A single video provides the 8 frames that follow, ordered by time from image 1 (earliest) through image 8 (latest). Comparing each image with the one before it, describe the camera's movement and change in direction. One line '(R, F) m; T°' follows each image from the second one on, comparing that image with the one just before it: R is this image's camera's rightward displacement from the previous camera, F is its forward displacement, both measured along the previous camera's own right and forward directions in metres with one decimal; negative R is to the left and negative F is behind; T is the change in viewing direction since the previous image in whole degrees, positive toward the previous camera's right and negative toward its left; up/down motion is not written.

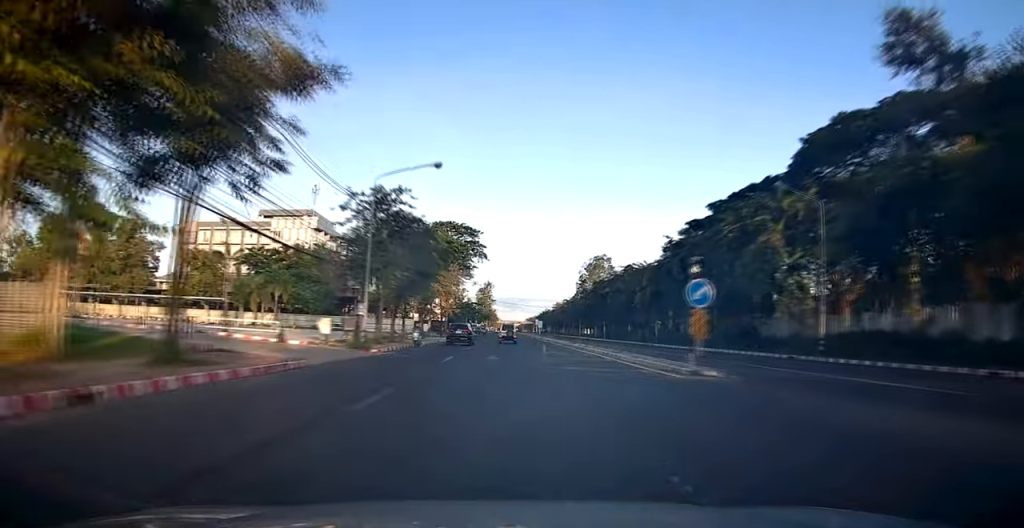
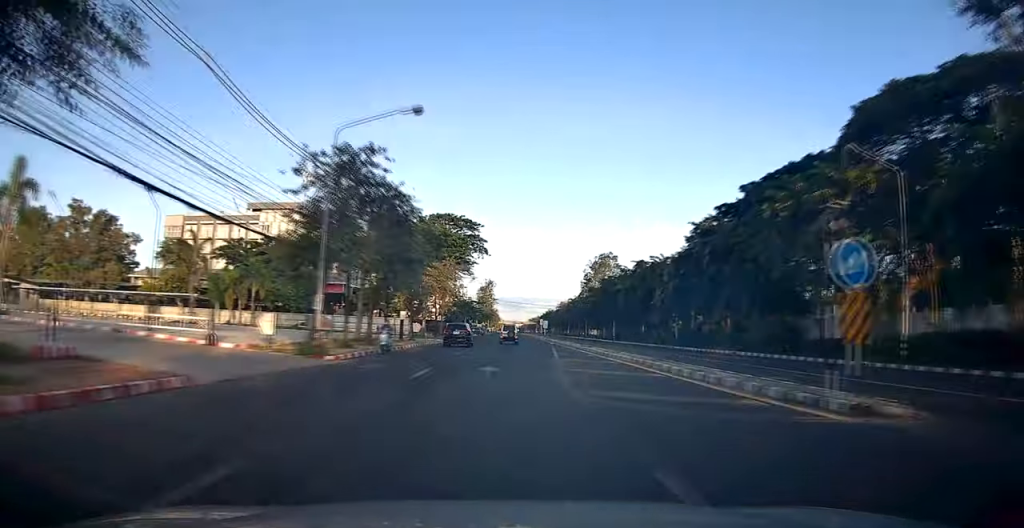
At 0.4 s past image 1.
(+0.1, +7.2) m; 0°
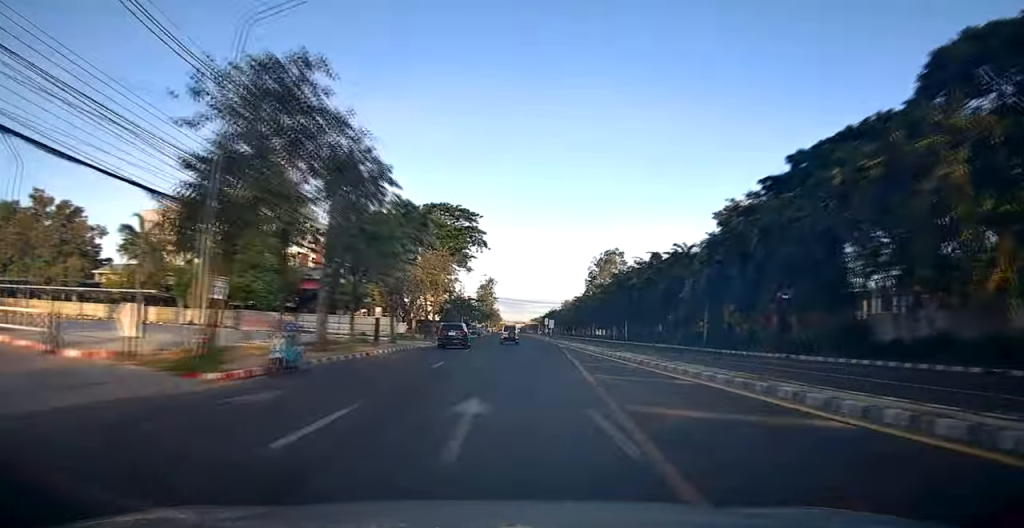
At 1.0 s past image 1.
(+0.1, +8.5) m; 0°
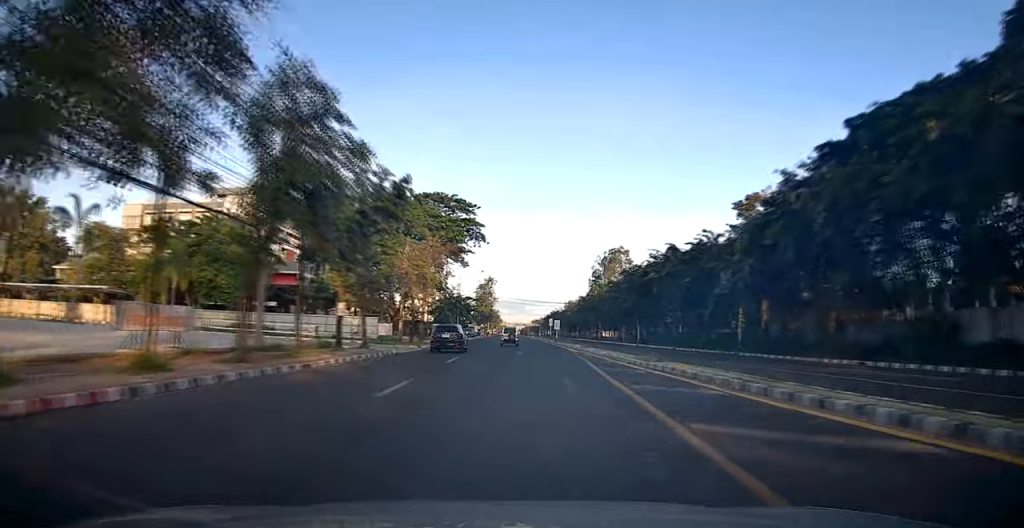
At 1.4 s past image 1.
(-0.1, +7.8) m; 0°
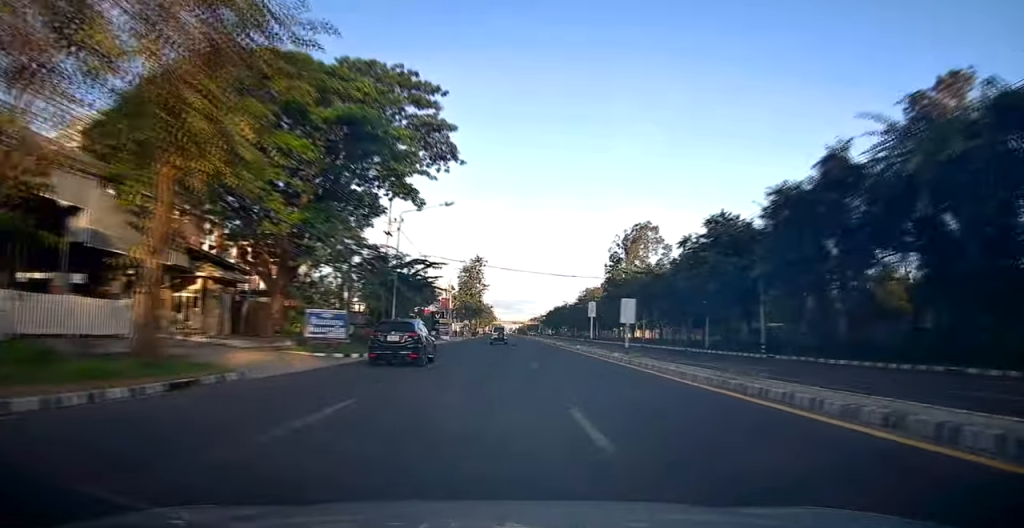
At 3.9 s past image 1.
(-0.1, +39.7) m; 0°
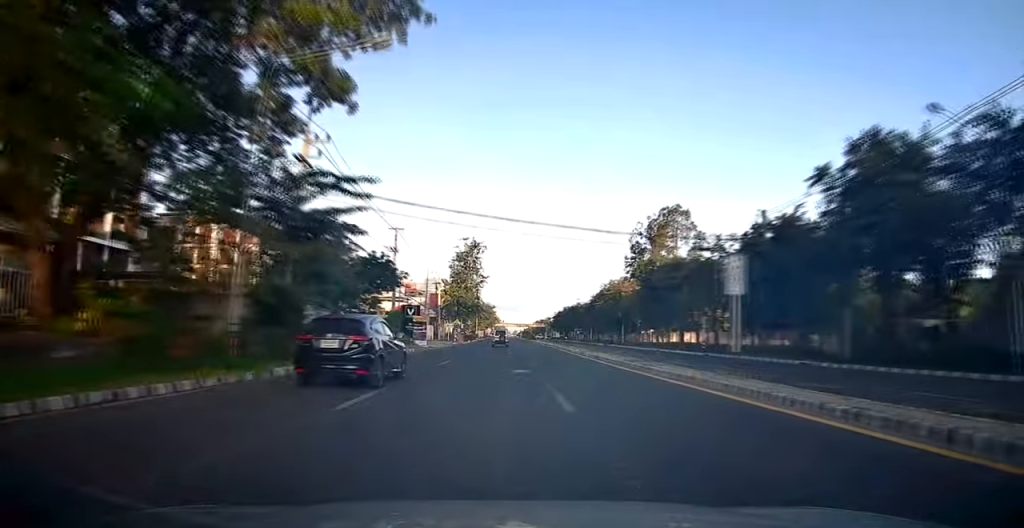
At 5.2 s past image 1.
(-0.2, +21.6) m; -2°
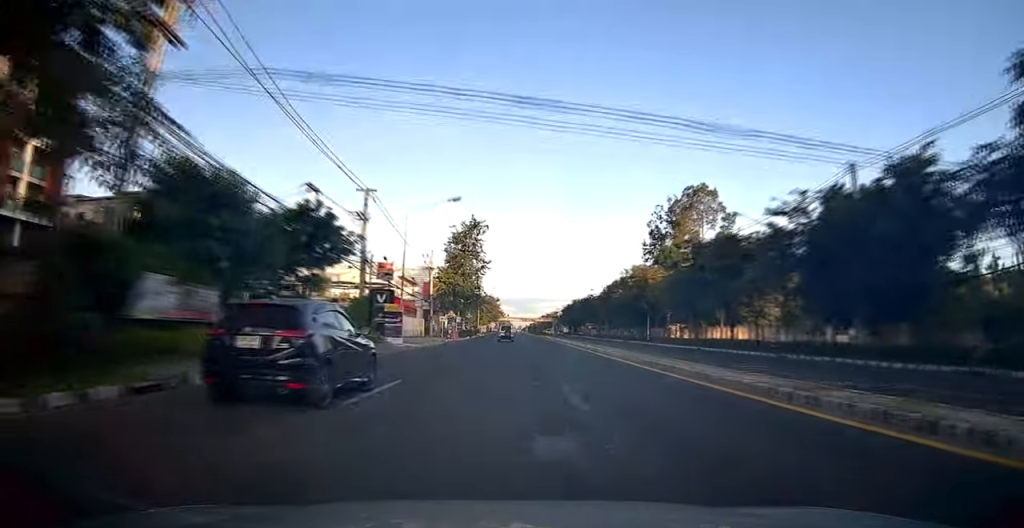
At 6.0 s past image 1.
(-0.4, +13.3) m; 0°
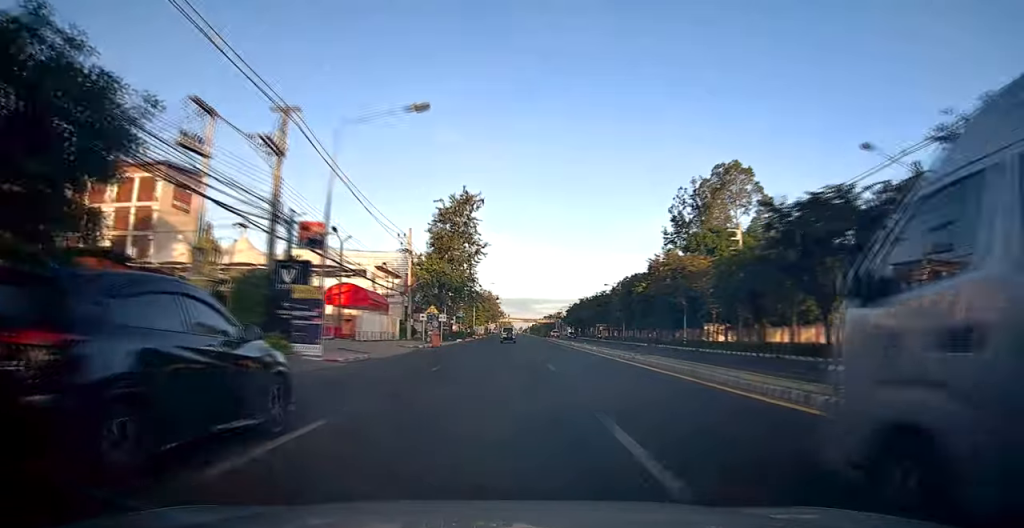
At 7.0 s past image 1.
(+0.4, +15.7) m; +1°
